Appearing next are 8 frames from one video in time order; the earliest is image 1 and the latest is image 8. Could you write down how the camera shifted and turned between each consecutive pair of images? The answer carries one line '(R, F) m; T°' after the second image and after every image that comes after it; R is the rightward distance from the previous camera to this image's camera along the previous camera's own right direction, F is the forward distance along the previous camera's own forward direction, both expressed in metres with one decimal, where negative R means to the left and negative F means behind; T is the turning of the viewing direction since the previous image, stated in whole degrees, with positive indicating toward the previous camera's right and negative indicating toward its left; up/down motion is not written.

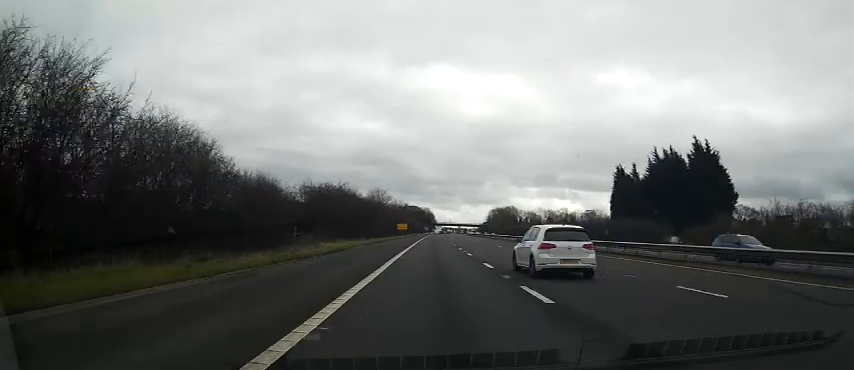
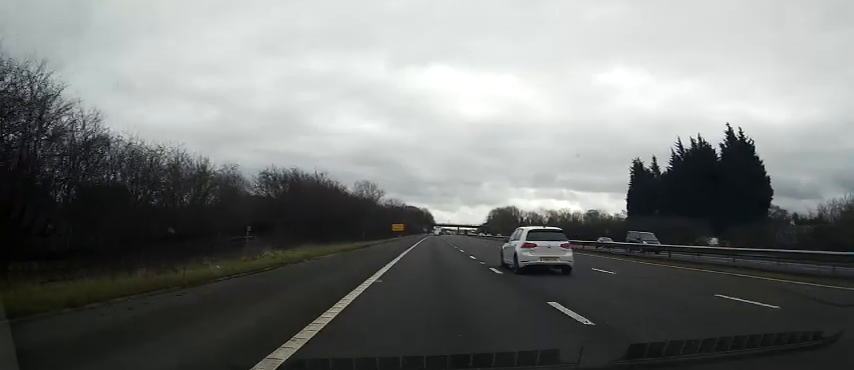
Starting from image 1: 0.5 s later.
(0.0, +11.0) m; 0°
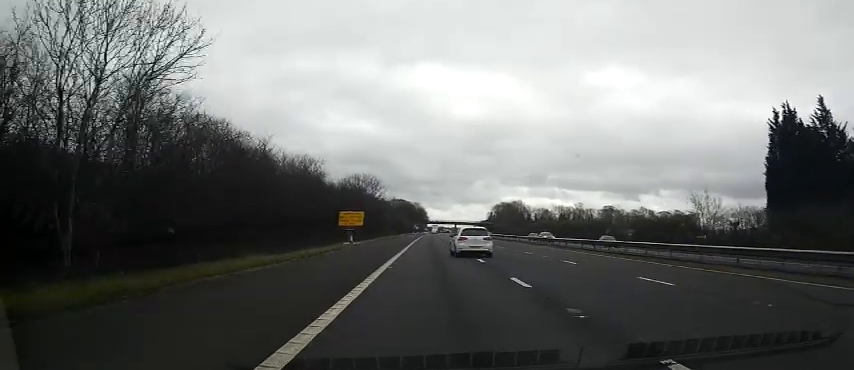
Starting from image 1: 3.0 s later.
(+1.0, +48.9) m; +1°
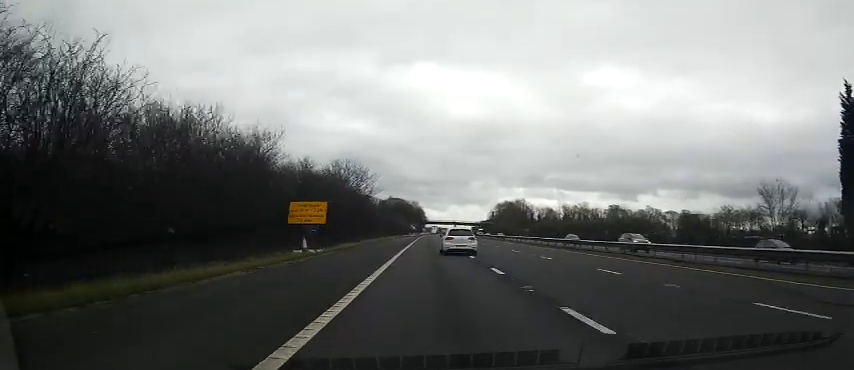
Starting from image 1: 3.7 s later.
(-0.2, +14.3) m; -1°
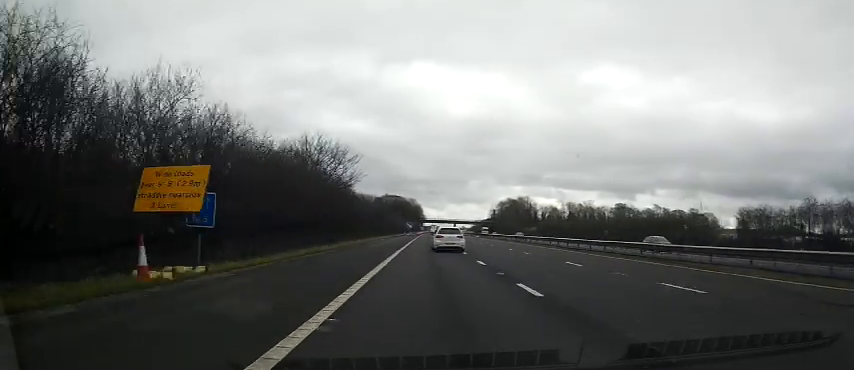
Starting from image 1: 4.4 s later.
(-0.1, +14.2) m; 0°
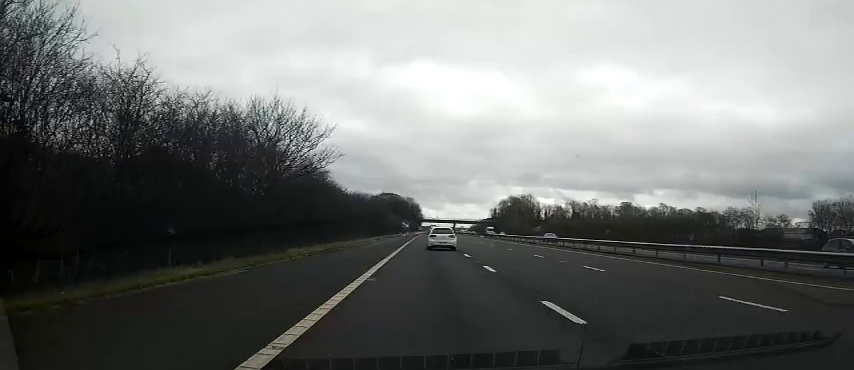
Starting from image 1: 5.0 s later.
(0.0, +11.7) m; 0°
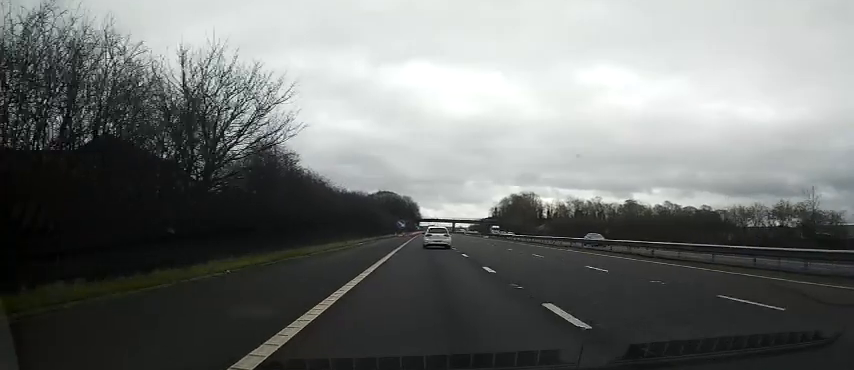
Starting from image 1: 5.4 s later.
(0.0, +9.1) m; +1°
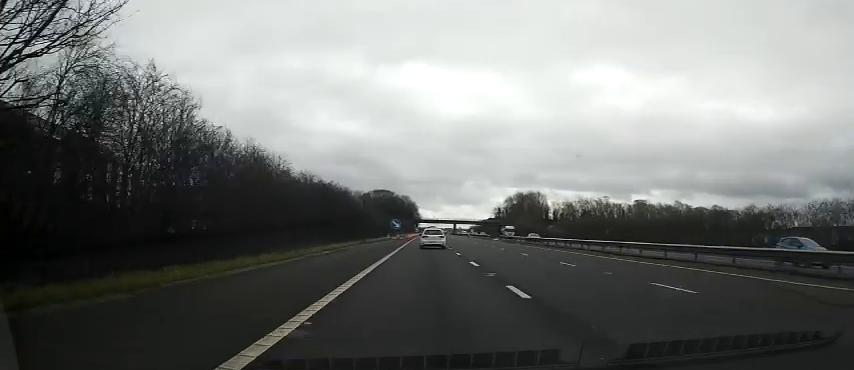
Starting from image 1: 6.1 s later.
(+0.1, +14.1) m; 0°
